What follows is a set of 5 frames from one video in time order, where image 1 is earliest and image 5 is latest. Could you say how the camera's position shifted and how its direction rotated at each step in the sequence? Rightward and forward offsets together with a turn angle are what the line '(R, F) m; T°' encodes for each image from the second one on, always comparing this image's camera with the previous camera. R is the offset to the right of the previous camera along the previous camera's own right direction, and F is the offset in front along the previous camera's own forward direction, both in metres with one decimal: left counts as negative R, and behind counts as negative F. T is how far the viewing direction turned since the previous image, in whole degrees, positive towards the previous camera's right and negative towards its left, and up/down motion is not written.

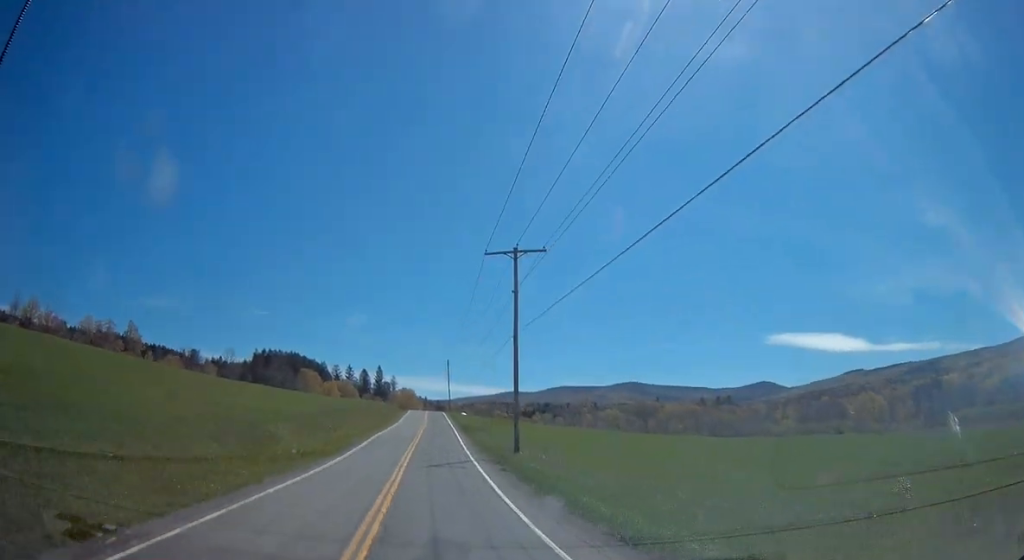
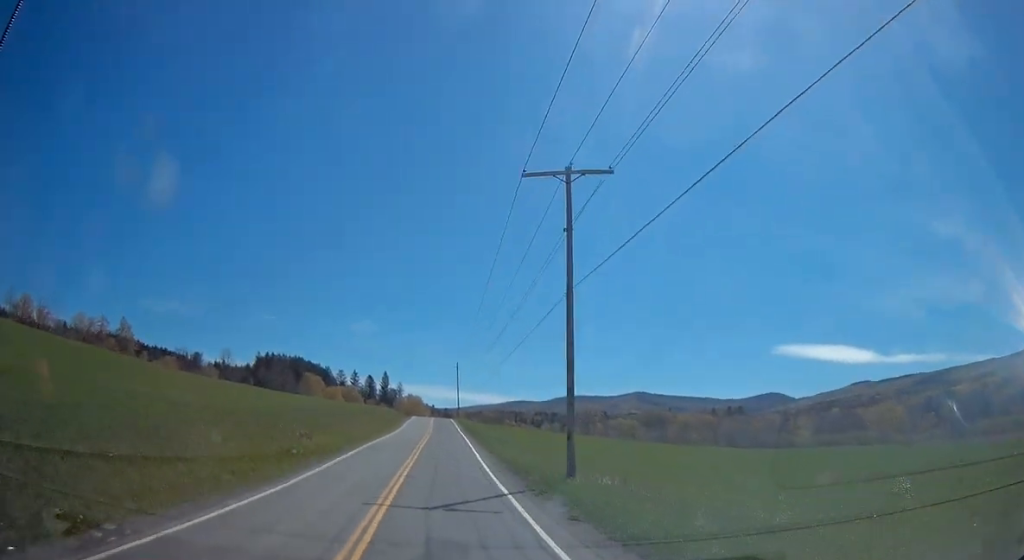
(0.0, +10.8) m; -1°
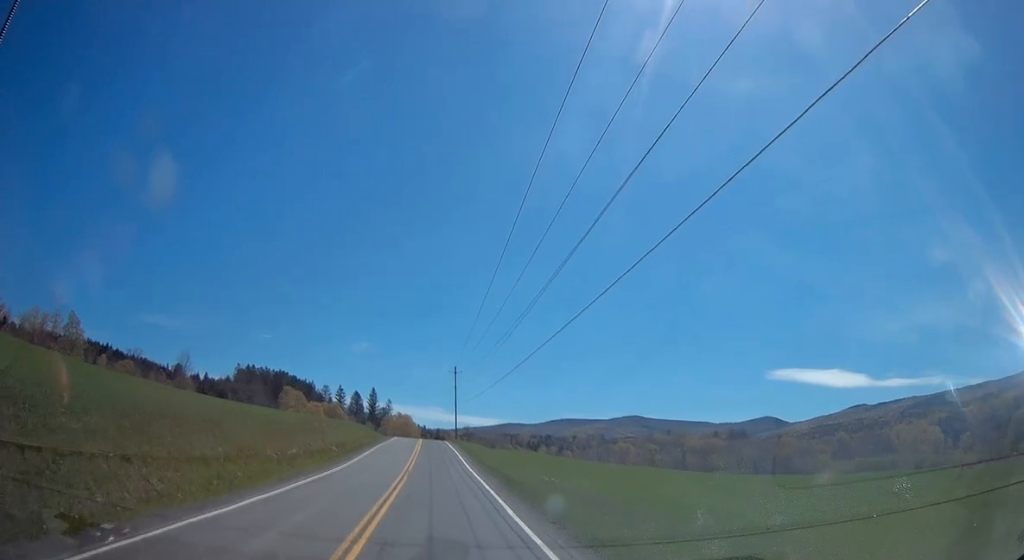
(0.0, +28.2) m; +1°
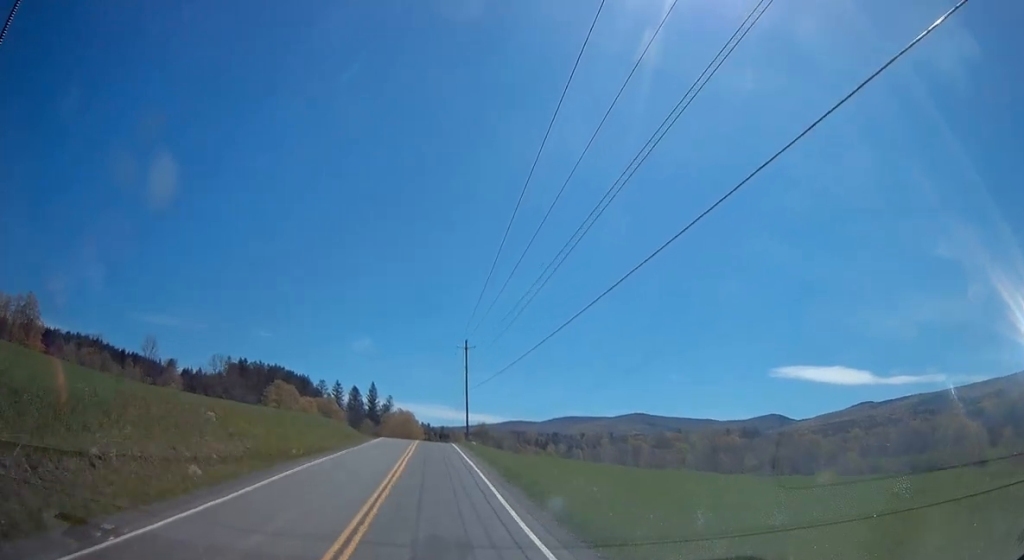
(+0.1, +23.5) m; 0°
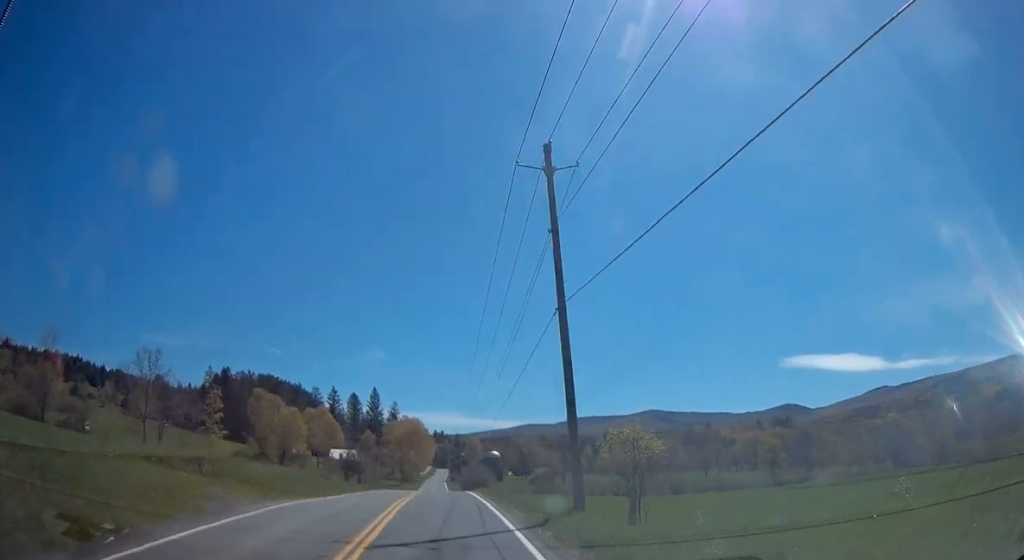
(-0.9, +45.2) m; -1°
